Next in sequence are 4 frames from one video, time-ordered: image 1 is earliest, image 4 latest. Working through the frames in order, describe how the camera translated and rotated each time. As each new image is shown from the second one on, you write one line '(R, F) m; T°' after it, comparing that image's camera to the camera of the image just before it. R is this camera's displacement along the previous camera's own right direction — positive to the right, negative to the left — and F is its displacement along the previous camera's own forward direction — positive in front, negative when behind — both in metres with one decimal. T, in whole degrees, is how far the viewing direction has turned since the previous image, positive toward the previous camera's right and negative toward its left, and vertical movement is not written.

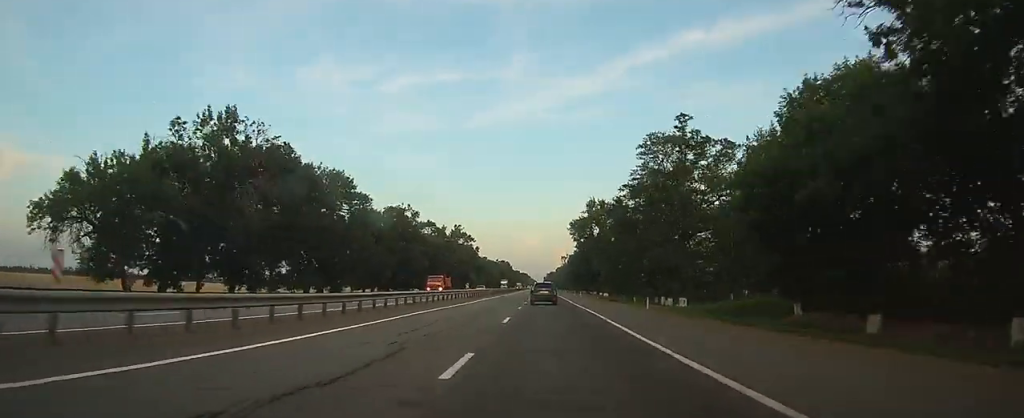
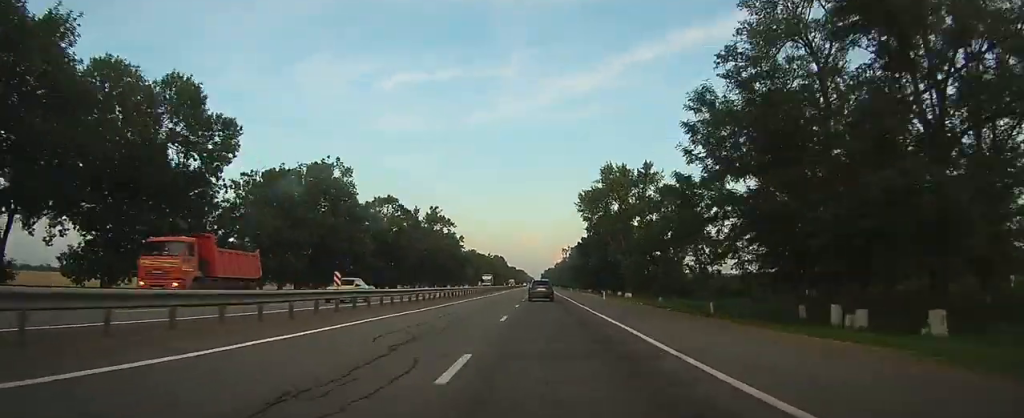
(-0.1, +36.1) m; 0°
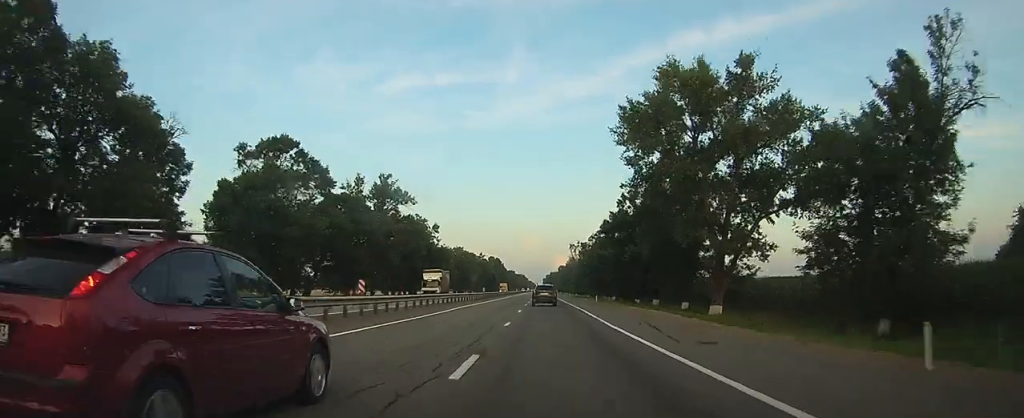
(-0.2, +46.9) m; 0°
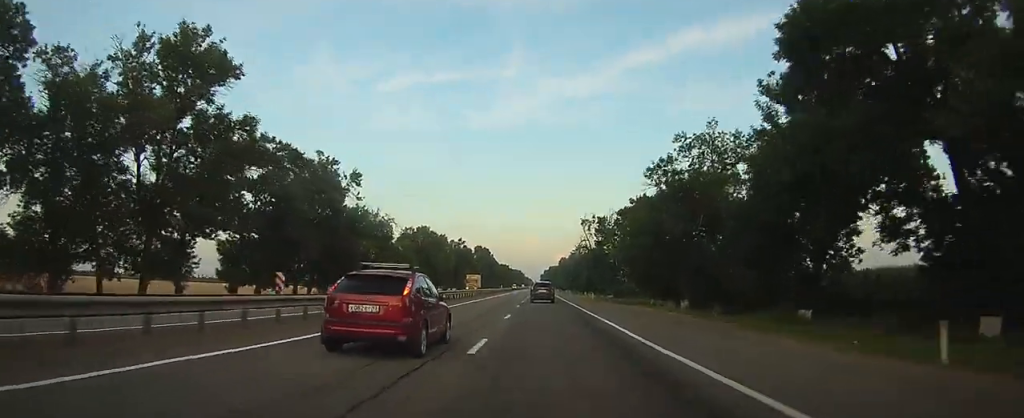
(+0.4, +56.8) m; 0°
